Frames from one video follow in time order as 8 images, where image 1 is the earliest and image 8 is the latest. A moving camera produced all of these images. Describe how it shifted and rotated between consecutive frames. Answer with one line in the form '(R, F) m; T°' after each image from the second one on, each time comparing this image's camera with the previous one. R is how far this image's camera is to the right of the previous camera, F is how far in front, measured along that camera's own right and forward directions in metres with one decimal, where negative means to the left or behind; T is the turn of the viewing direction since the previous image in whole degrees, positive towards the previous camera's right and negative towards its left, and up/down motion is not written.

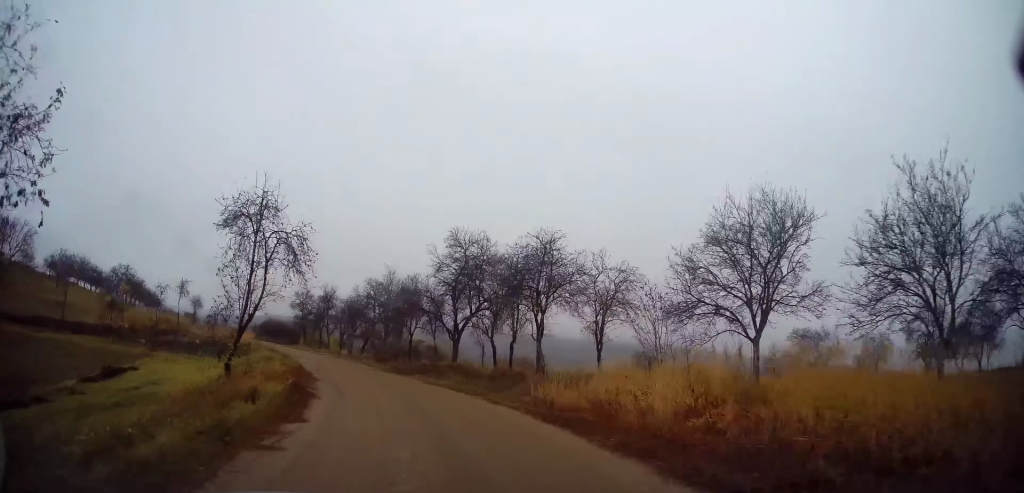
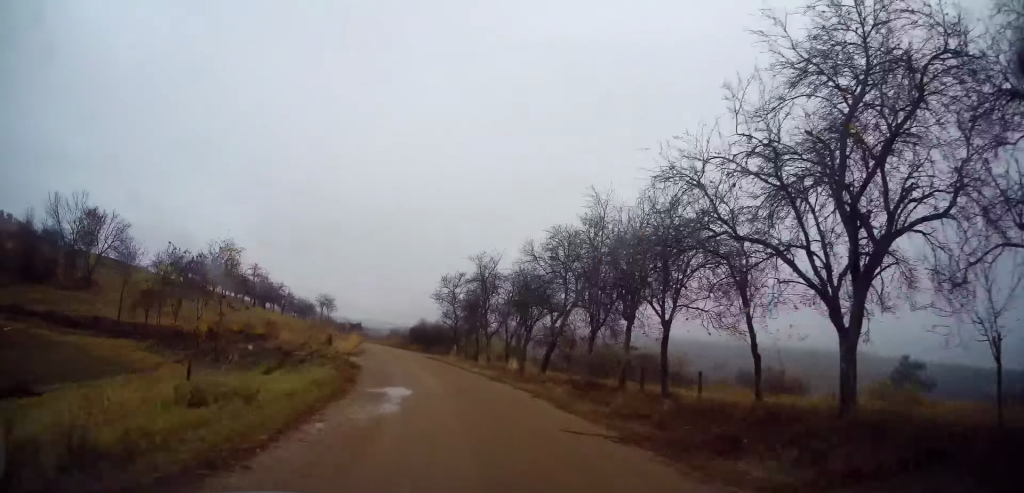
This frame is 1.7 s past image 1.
(-3.4, +17.7) m; -19°
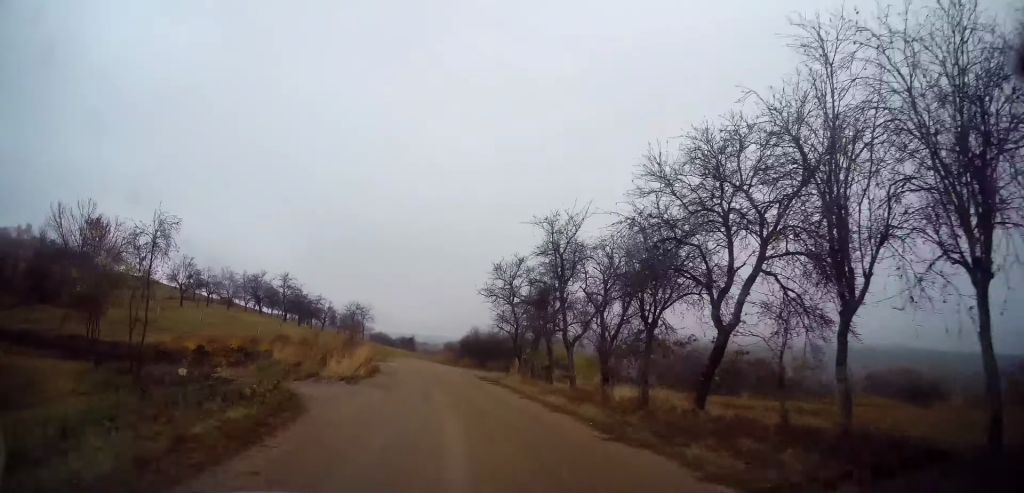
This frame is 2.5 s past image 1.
(-0.7, +9.3) m; -5°
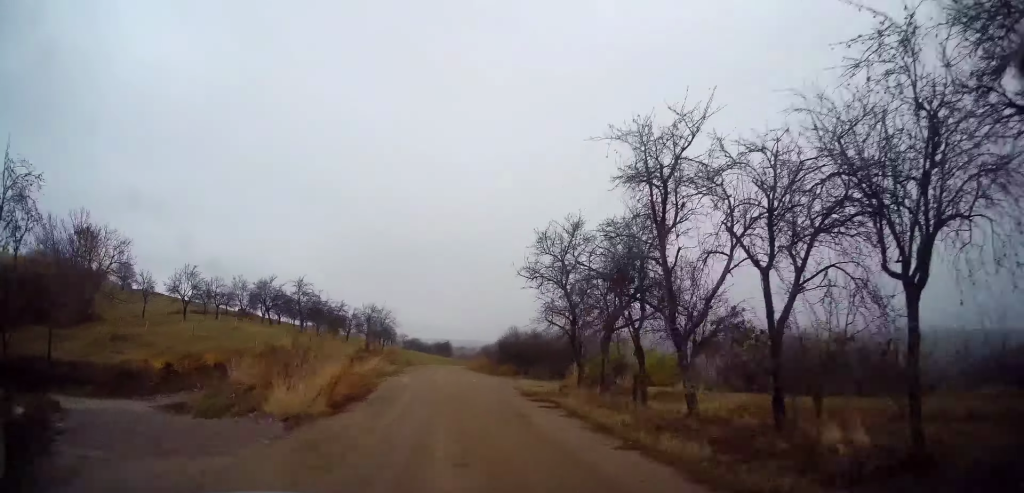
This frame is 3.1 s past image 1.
(-0.2, +6.8) m; -3°
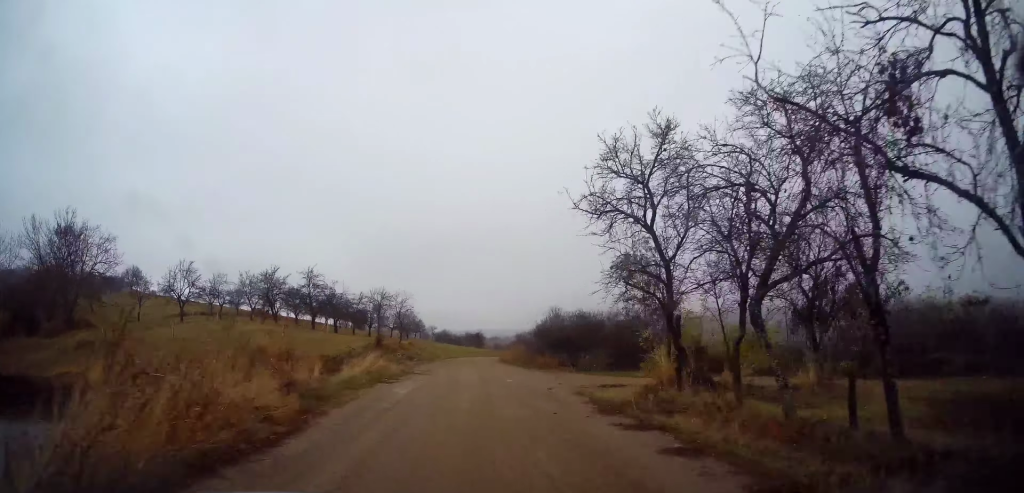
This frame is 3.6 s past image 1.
(-0.1, +6.7) m; -2°
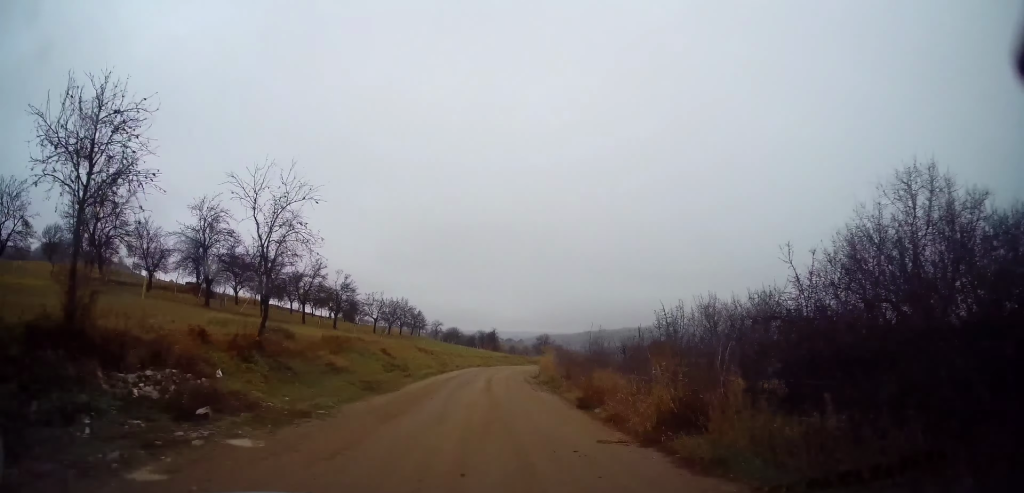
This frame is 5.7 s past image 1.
(-2.2, +26.3) m; -6°
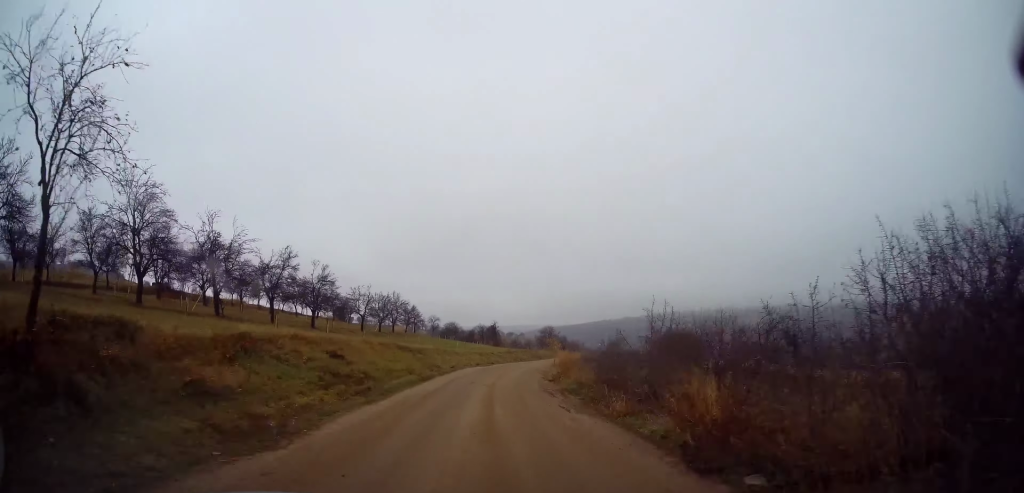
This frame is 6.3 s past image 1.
(+0.1, +8.2) m; 0°
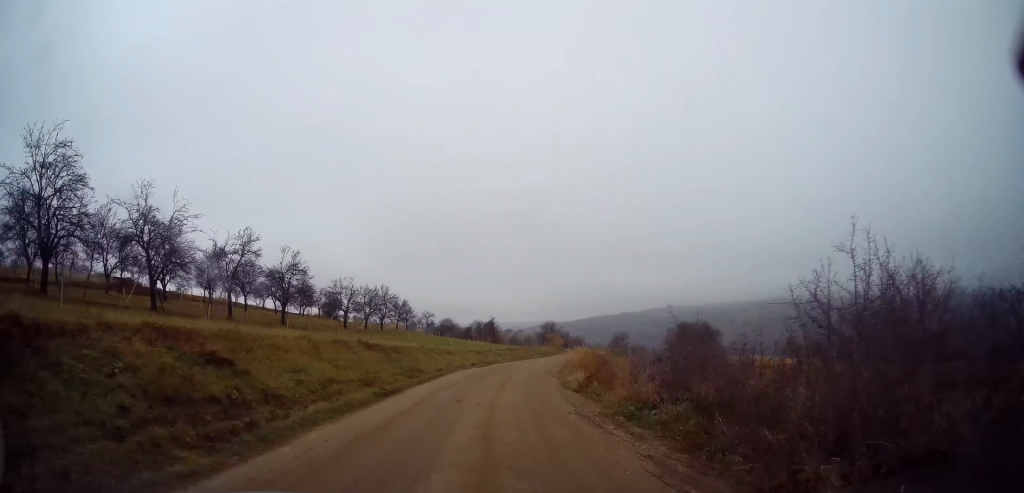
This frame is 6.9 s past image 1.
(+0.2, +7.3) m; 0°
